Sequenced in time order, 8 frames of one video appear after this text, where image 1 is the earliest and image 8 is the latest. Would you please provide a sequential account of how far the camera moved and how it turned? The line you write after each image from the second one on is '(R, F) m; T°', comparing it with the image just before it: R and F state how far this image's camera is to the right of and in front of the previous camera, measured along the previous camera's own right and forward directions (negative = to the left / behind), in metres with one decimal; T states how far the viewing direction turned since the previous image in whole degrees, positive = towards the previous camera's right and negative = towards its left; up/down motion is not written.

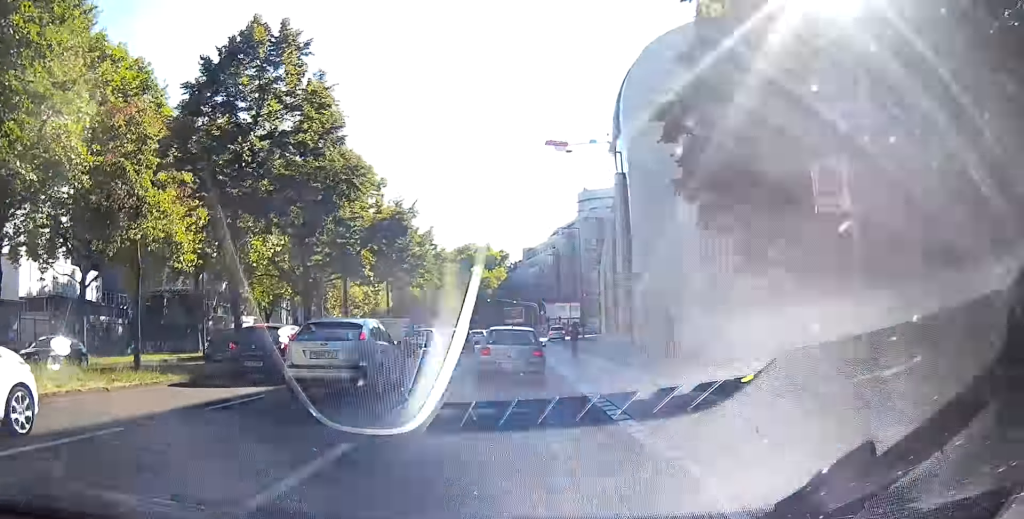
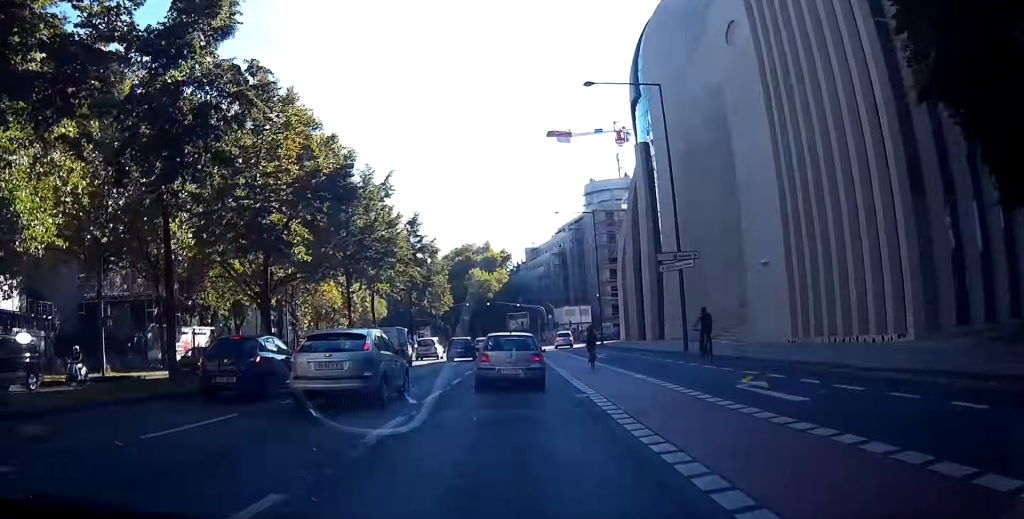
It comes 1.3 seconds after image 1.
(-0.1, +15.2) m; 0°
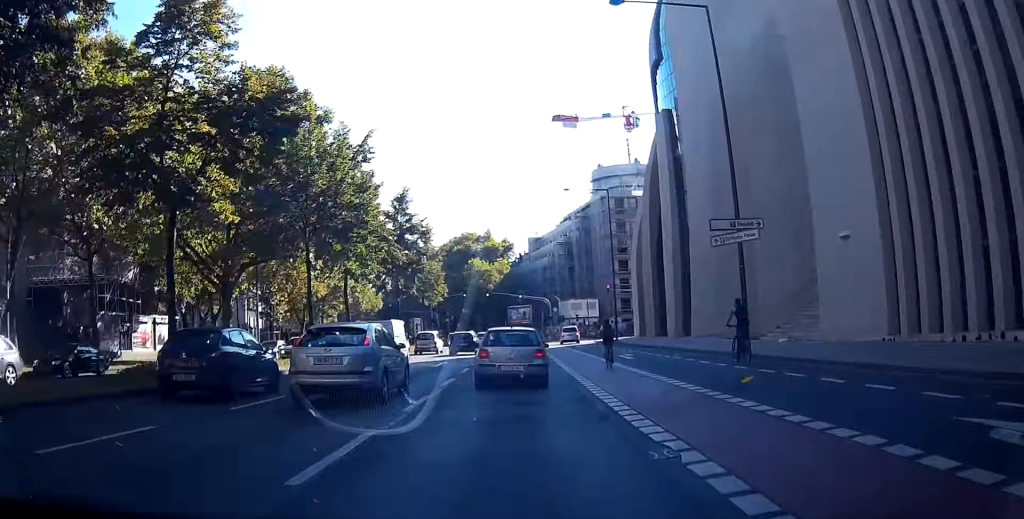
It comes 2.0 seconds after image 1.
(+0.1, +8.3) m; +1°
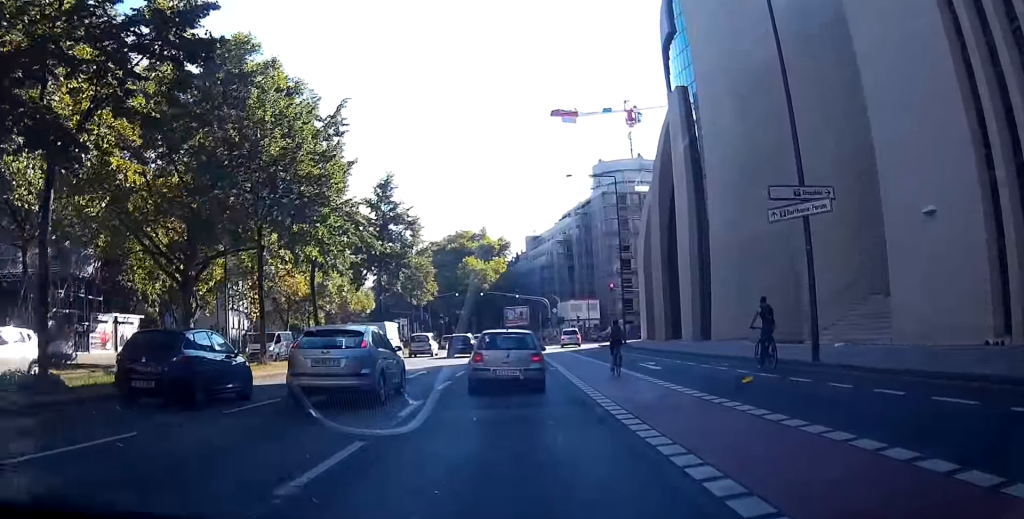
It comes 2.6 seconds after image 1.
(0.0, +5.9) m; +1°
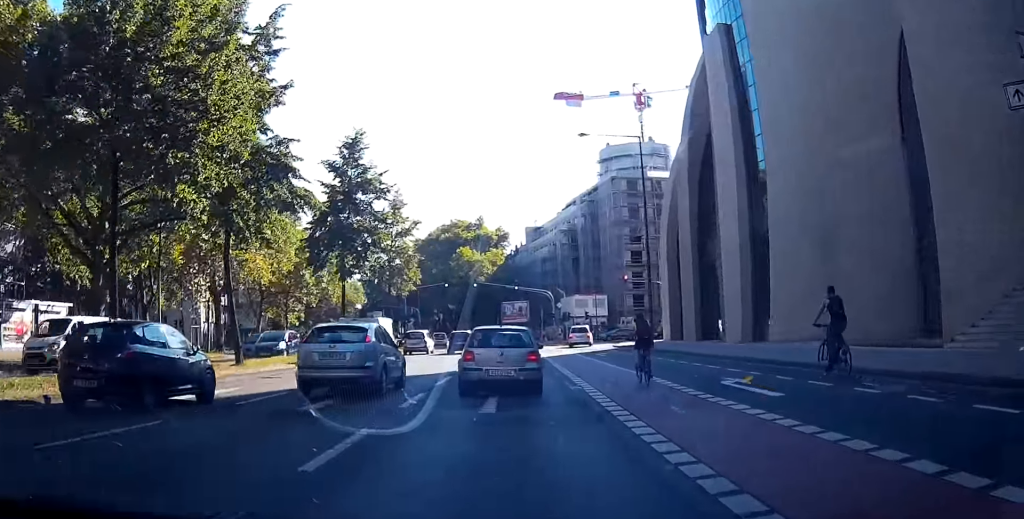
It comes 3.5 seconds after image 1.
(+0.1, +10.5) m; +2°
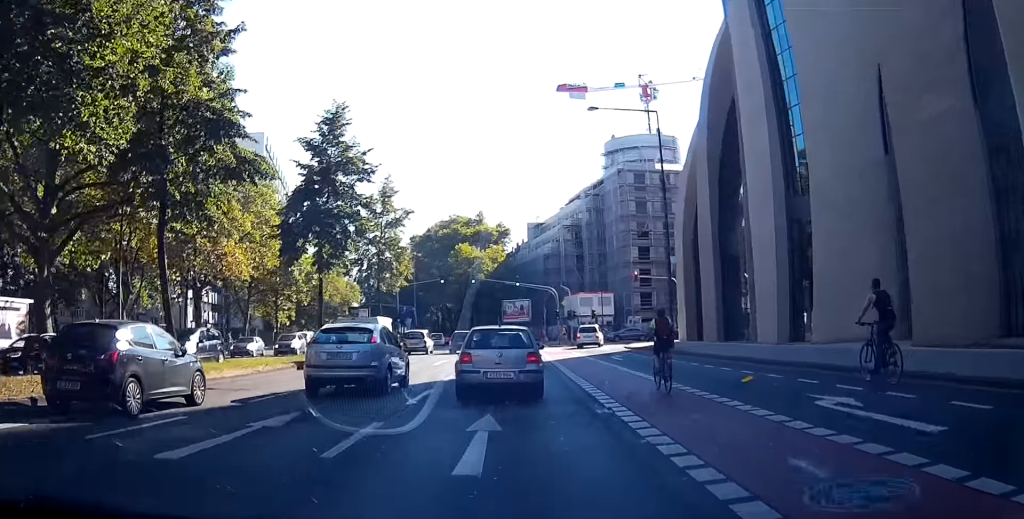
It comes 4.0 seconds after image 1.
(+0.1, +4.9) m; +1°
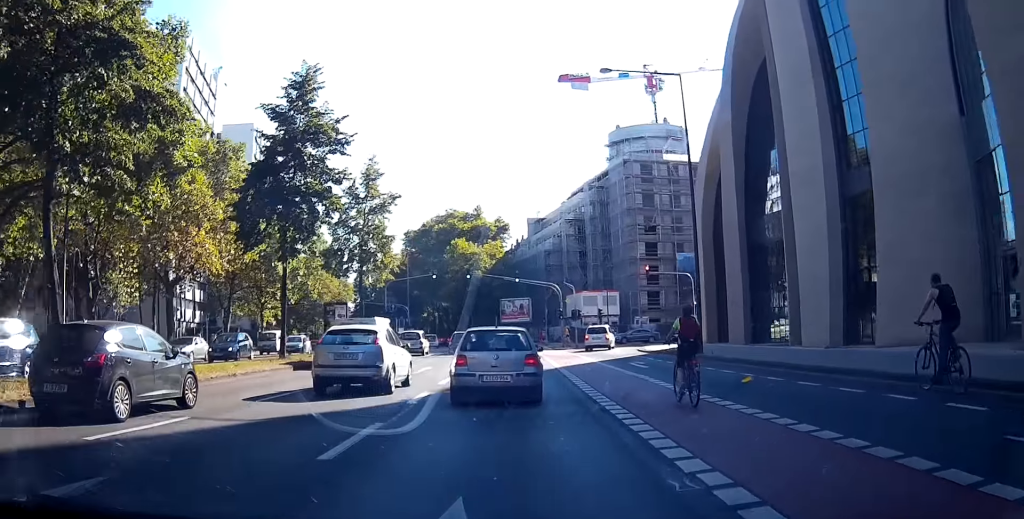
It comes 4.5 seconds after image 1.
(+0.1, +5.6) m; +1°
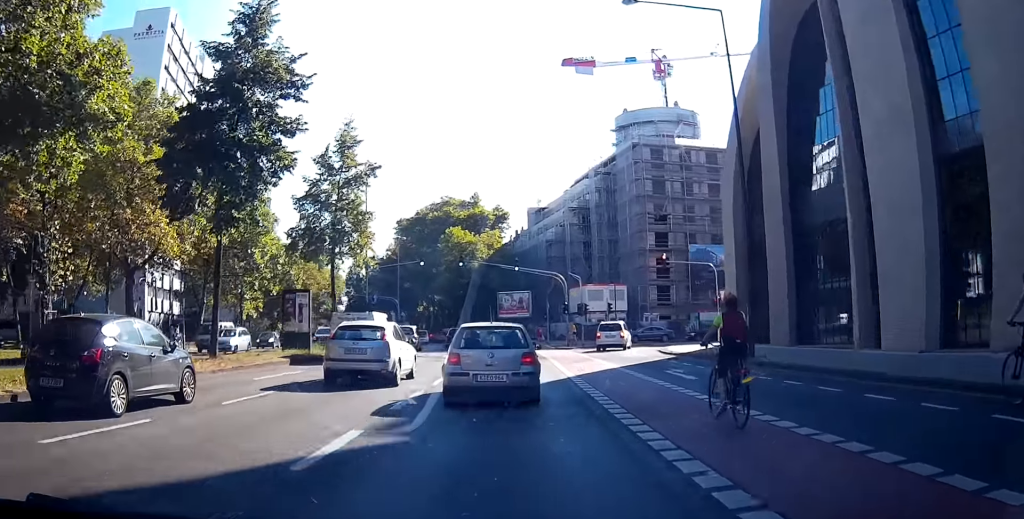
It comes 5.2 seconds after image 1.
(0.0, +6.8) m; +1°
